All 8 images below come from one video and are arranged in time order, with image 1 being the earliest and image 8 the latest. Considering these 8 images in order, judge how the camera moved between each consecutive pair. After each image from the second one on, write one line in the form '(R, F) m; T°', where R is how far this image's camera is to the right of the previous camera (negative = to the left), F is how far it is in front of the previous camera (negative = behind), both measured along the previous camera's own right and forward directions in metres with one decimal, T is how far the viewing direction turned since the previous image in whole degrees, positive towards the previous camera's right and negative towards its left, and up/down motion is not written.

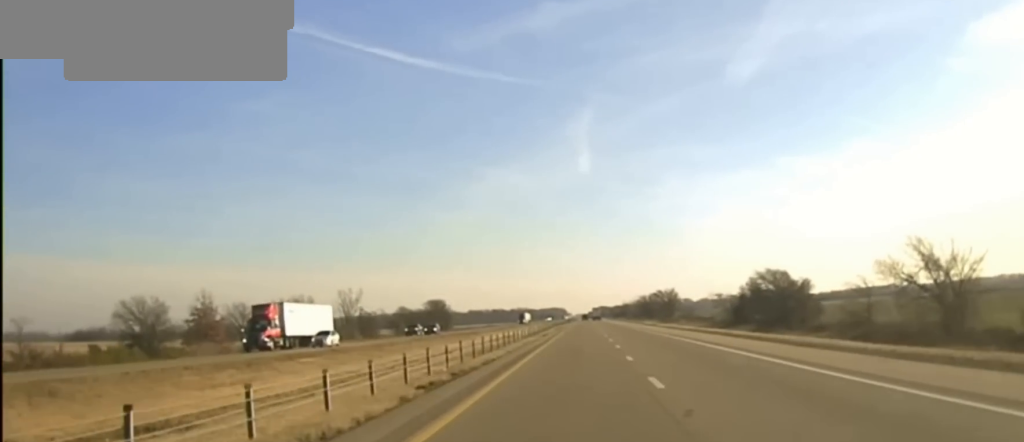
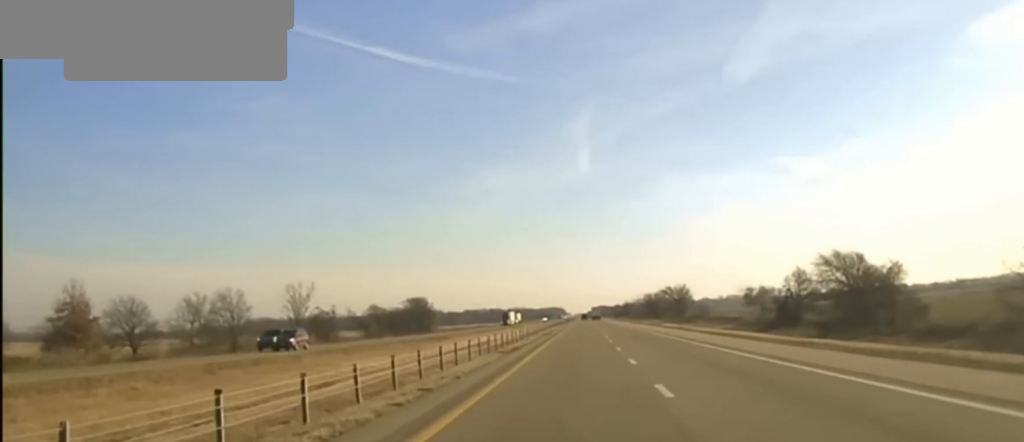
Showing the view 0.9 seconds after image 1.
(-0.3, +35.8) m; 0°
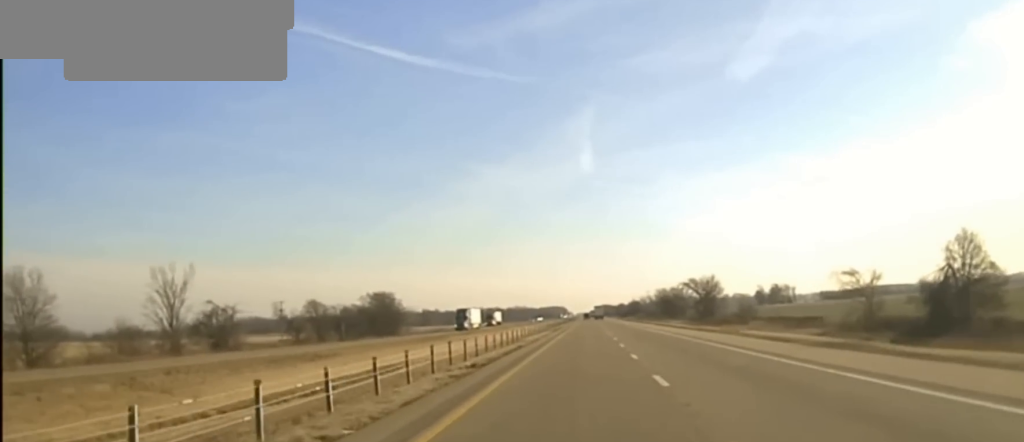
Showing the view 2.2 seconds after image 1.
(+0.1, +52.3) m; +1°
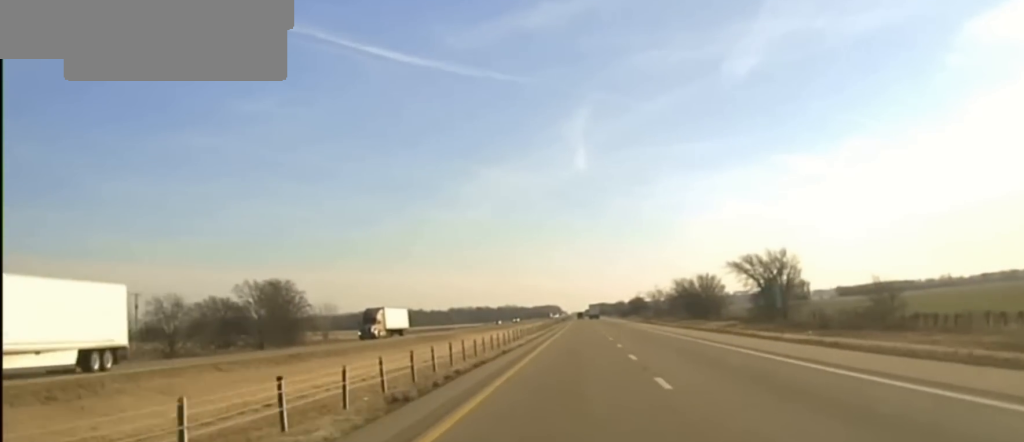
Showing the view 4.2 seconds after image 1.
(+0.4, +73.3) m; 0°
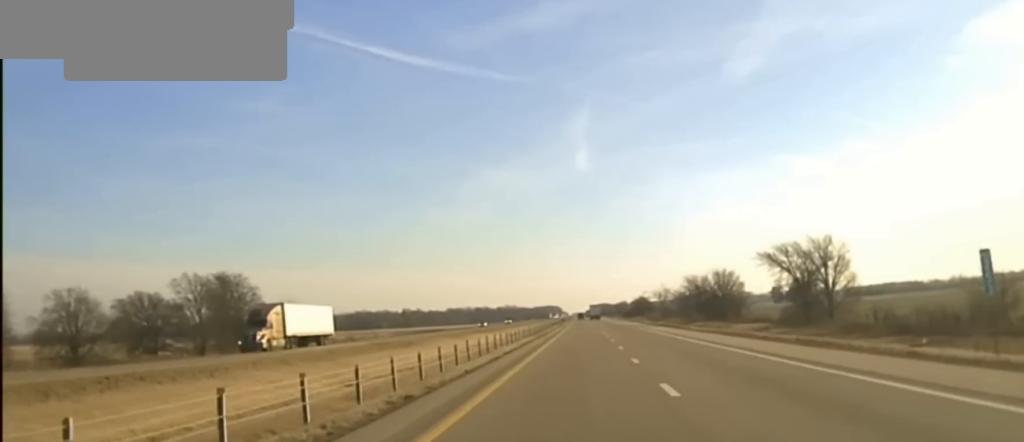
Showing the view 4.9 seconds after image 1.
(-0.1, +27.1) m; 0°
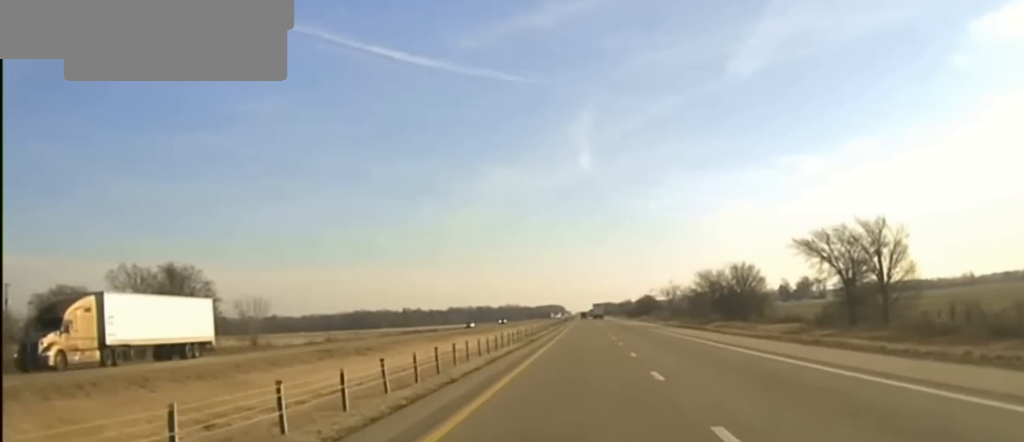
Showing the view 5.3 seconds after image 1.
(-0.1, +19.7) m; 0°
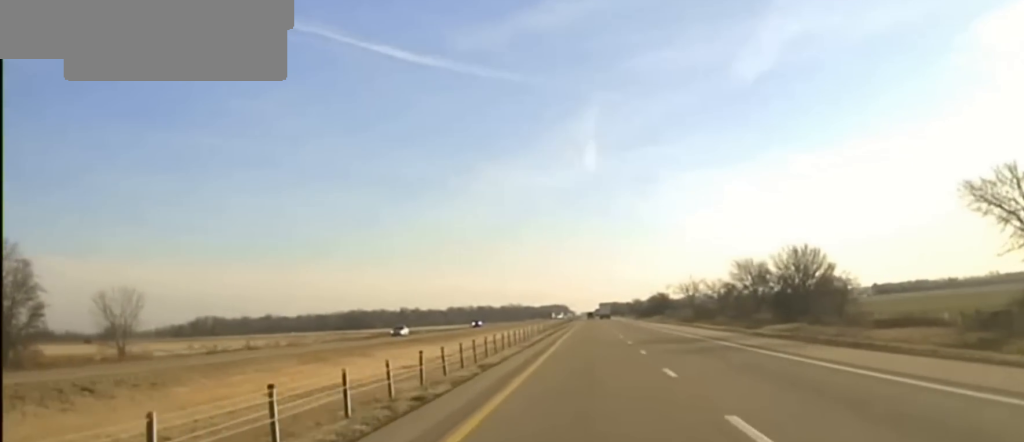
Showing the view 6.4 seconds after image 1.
(0.0, +53.1) m; 0°
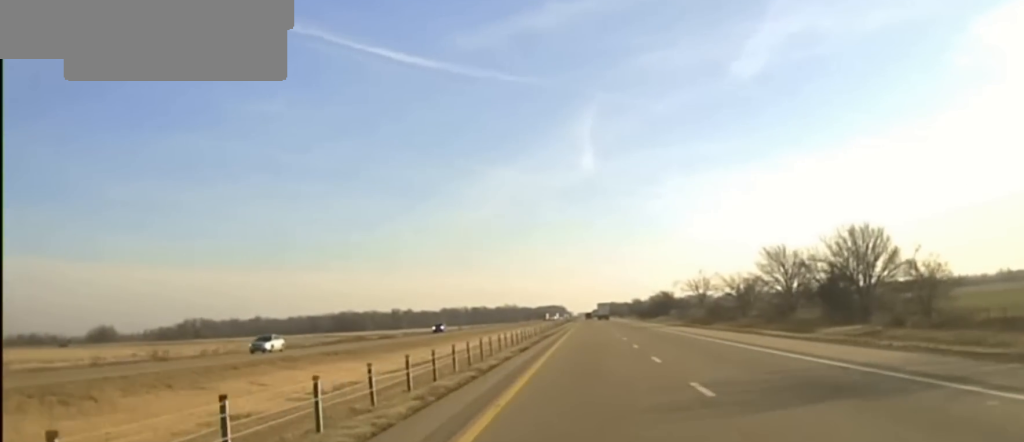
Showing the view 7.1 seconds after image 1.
(-0.1, +33.8) m; 0°
